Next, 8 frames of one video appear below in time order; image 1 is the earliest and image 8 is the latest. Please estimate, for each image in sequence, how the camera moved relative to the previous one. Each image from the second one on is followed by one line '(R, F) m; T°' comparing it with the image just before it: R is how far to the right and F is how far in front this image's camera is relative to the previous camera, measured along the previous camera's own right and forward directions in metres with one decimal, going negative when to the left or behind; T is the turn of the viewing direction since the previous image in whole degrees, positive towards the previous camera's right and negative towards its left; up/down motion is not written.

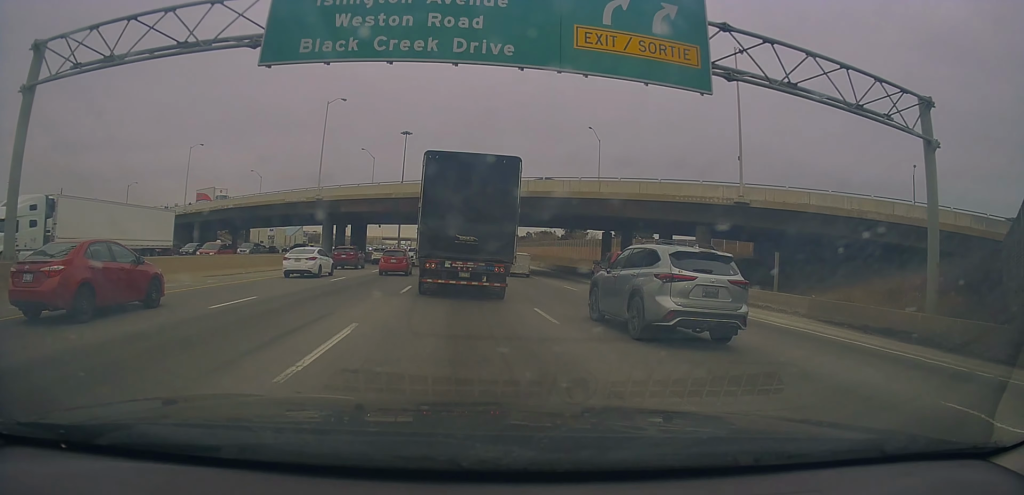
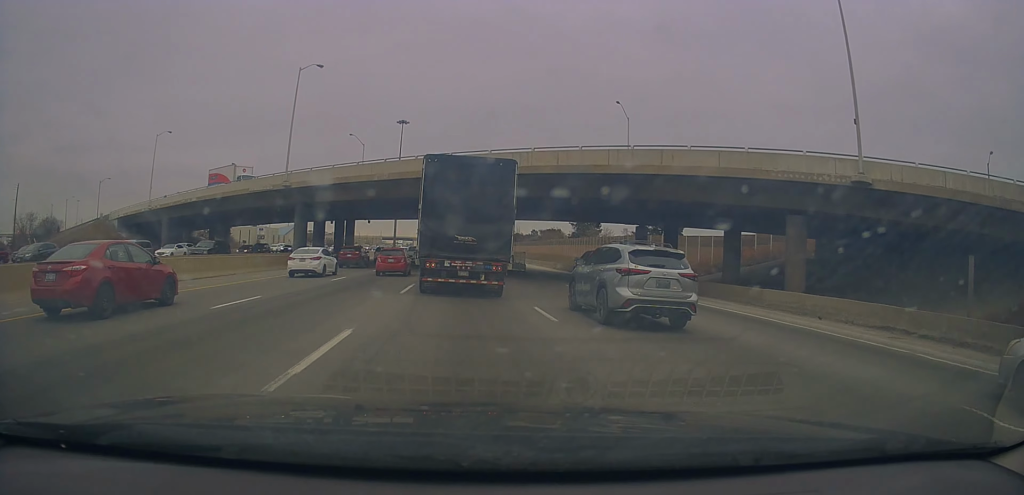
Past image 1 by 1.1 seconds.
(+0.1, +11.4) m; -1°
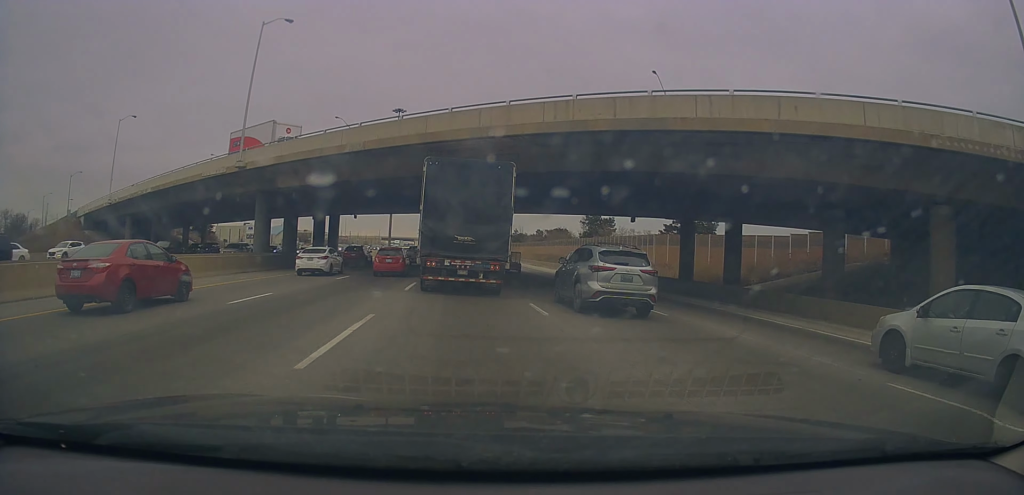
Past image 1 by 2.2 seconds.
(-0.3, +10.9) m; 0°
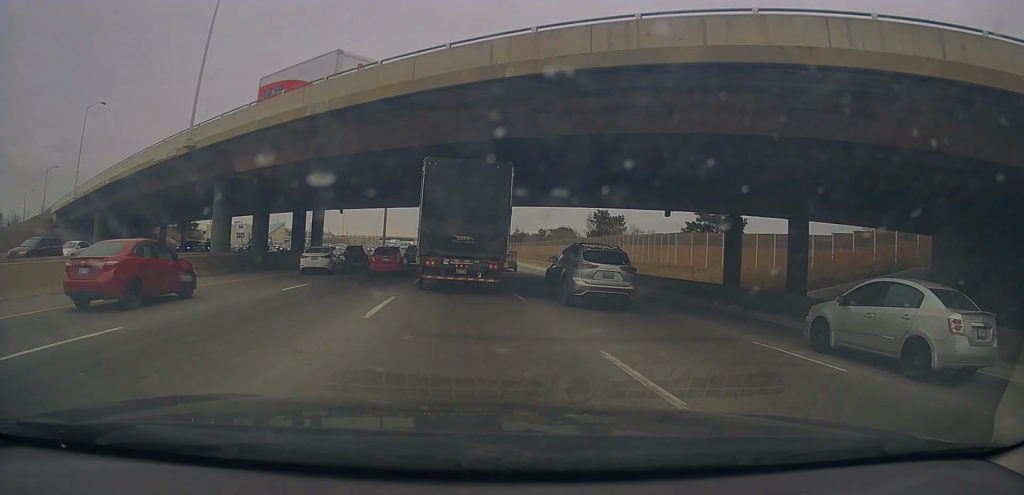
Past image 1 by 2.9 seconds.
(+0.2, +7.8) m; -1°
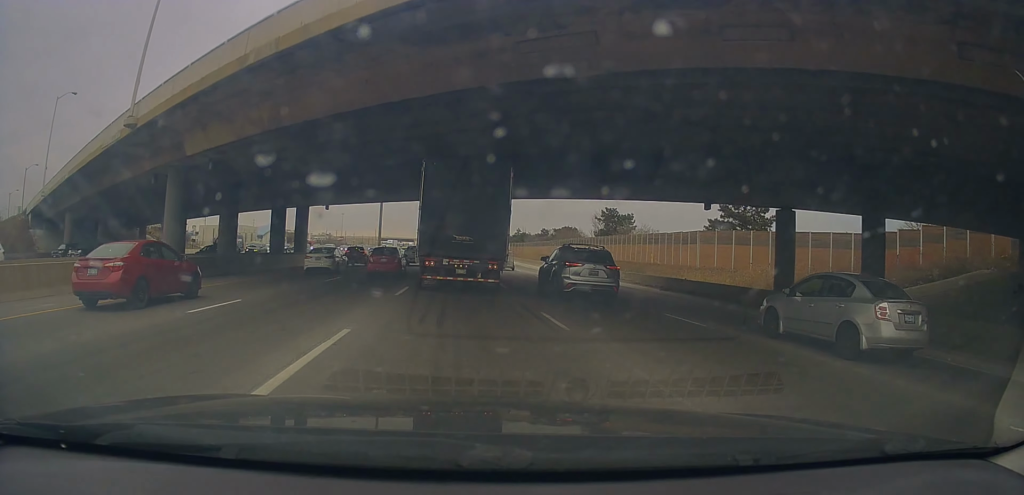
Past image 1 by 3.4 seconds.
(0.0, +6.2) m; -1°
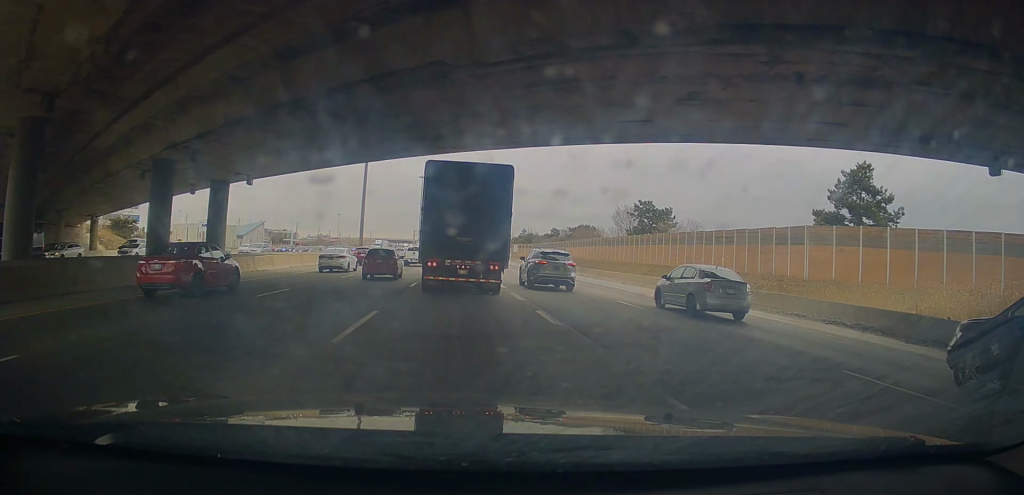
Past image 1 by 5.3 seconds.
(-0.2, +21.1) m; +2°
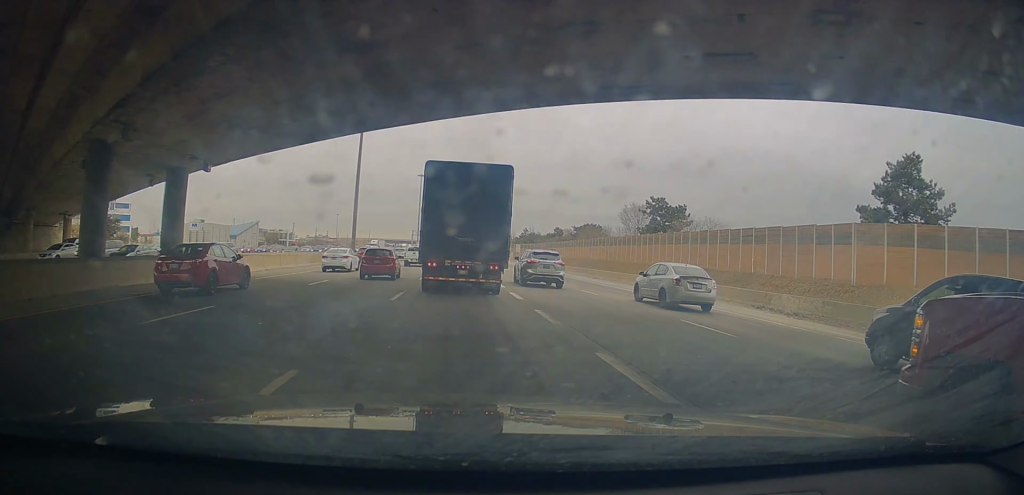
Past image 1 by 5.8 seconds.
(+0.2, +6.0) m; -1°
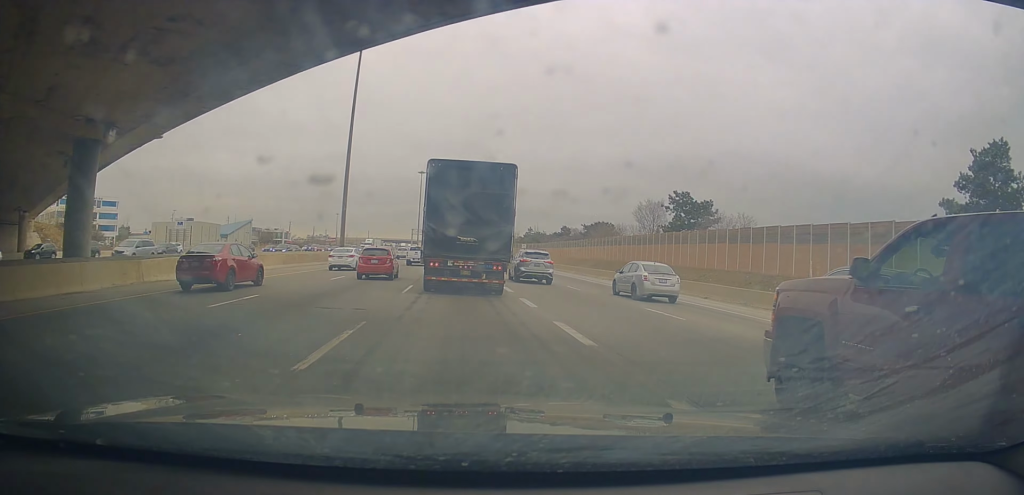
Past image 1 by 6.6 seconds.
(-0.1, +8.9) m; -2°
